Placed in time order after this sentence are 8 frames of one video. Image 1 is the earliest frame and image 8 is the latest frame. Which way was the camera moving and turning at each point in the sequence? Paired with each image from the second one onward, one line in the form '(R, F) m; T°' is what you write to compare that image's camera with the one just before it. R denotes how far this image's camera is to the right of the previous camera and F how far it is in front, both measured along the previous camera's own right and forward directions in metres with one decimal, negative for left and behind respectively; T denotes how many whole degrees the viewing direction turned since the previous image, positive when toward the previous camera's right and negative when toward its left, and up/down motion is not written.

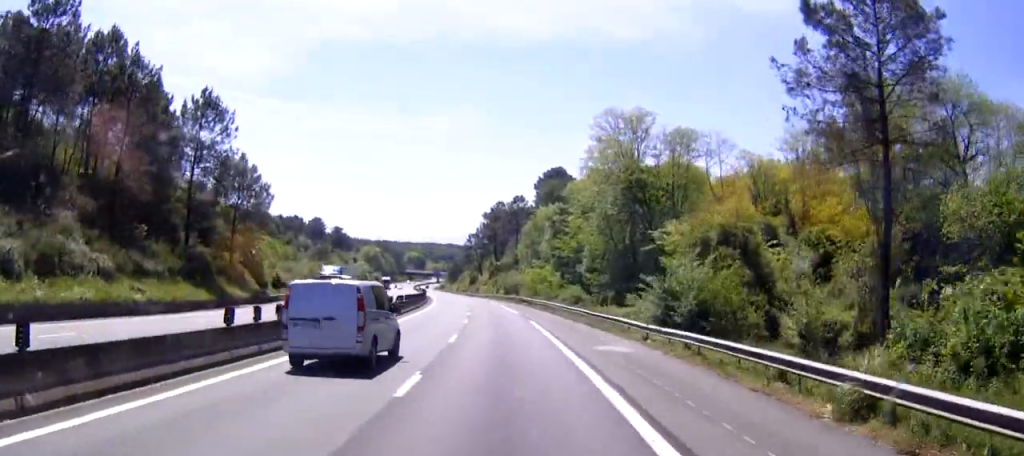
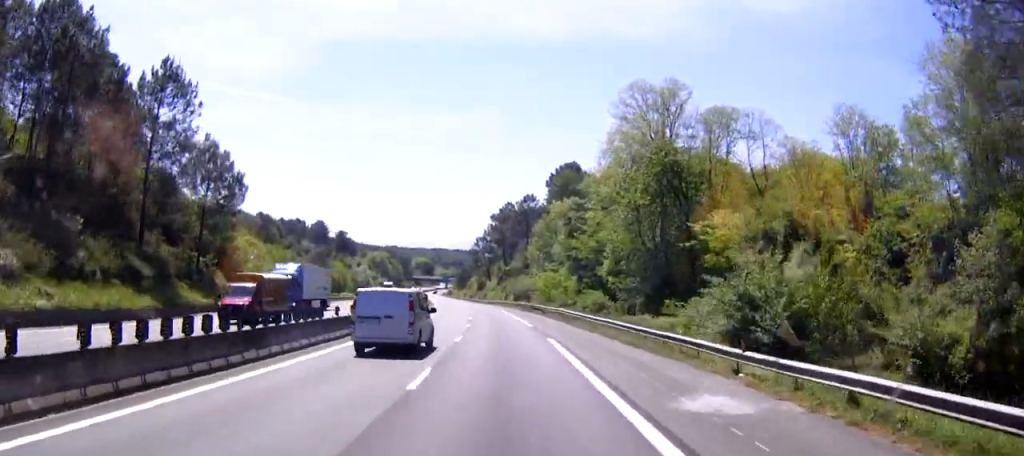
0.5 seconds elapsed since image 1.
(+0.3, +11.4) m; -2°
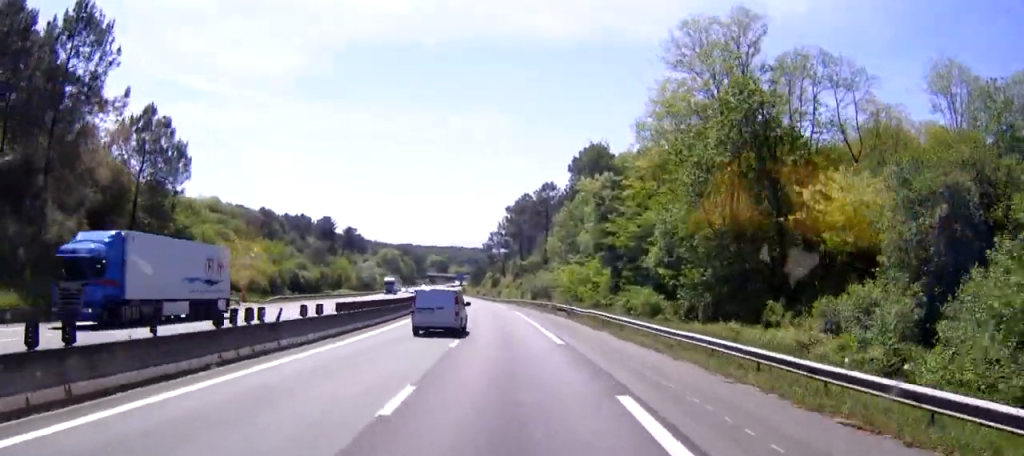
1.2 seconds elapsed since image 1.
(-0.9, +17.1) m; -3°
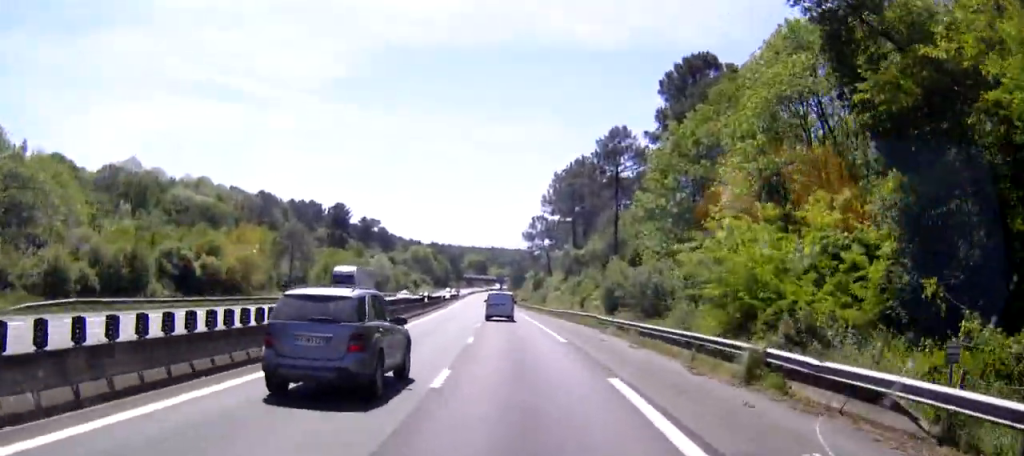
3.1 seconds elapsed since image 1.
(-1.3, +47.8) m; -1°
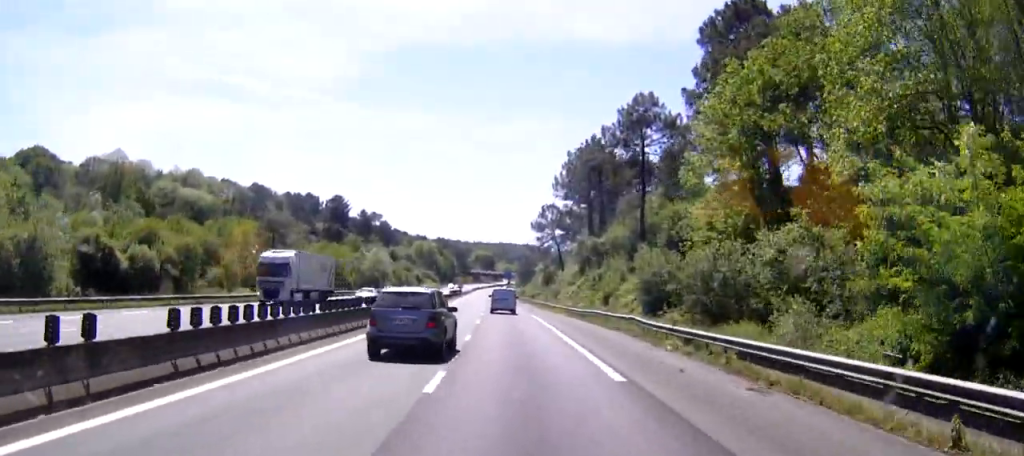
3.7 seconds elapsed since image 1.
(0.0, +14.1) m; 0°
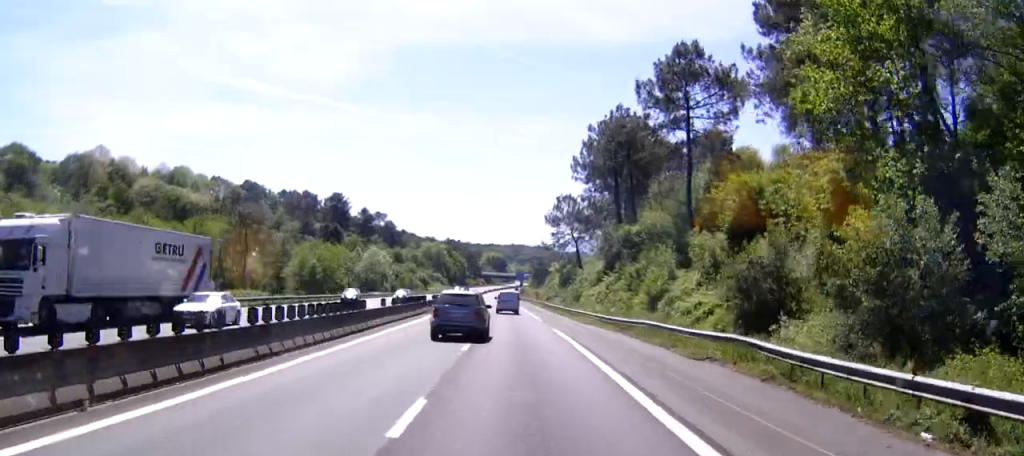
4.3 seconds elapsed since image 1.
(0.0, +16.7) m; 0°
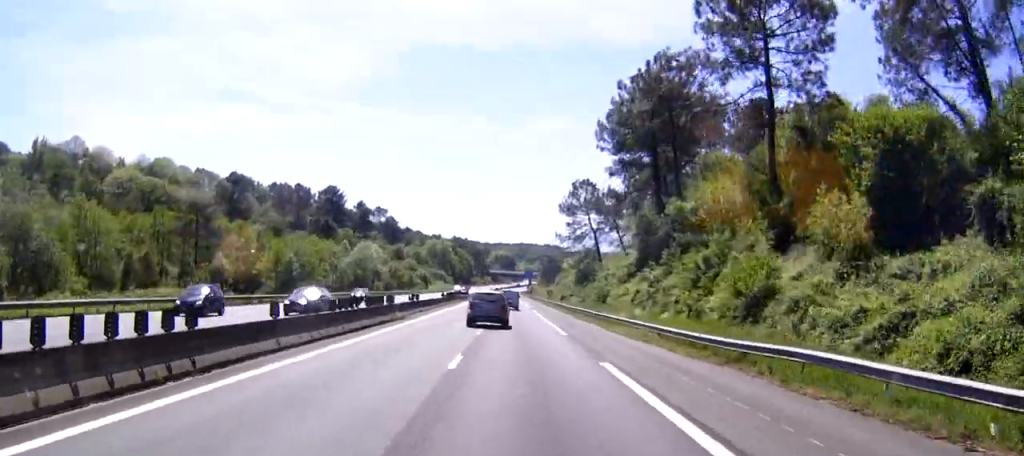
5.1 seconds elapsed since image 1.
(0.0, +18.4) m; 0°
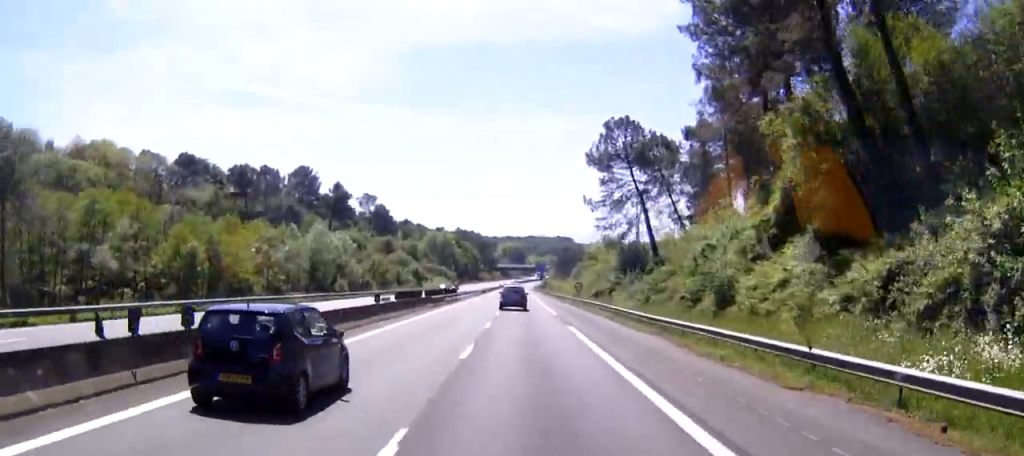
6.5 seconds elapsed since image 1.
(0.0, +37.0) m; 0°
